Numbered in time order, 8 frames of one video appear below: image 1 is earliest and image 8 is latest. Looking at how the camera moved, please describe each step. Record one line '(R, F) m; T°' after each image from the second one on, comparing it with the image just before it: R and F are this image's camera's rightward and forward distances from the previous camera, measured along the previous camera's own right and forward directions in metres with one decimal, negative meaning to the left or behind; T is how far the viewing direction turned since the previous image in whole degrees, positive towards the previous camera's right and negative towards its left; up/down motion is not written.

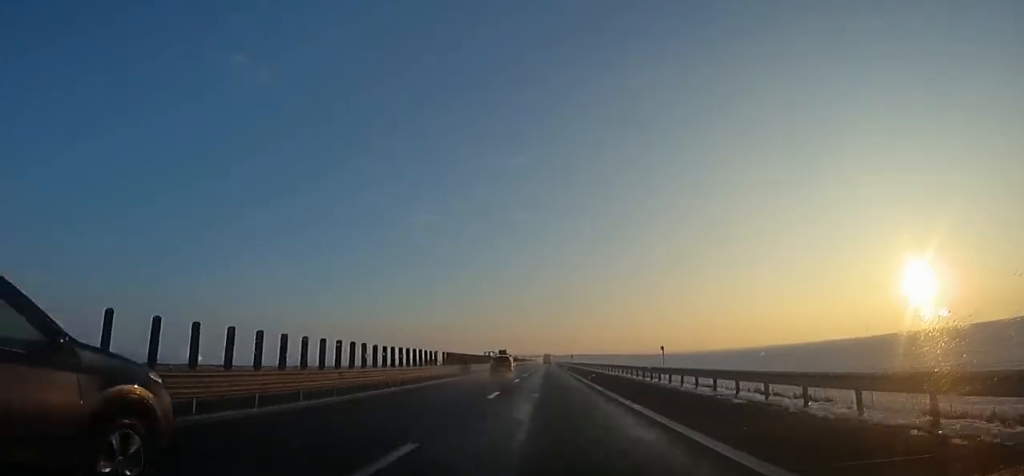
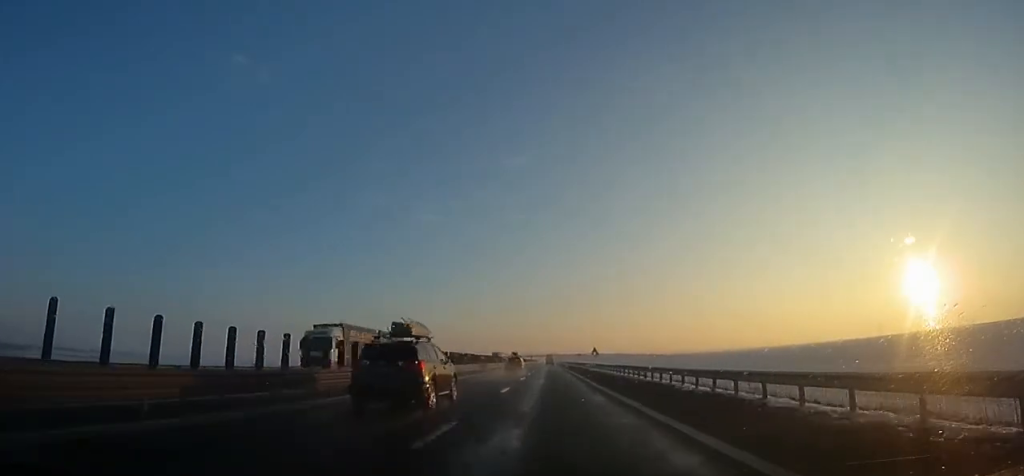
(-0.4, +57.9) m; 0°
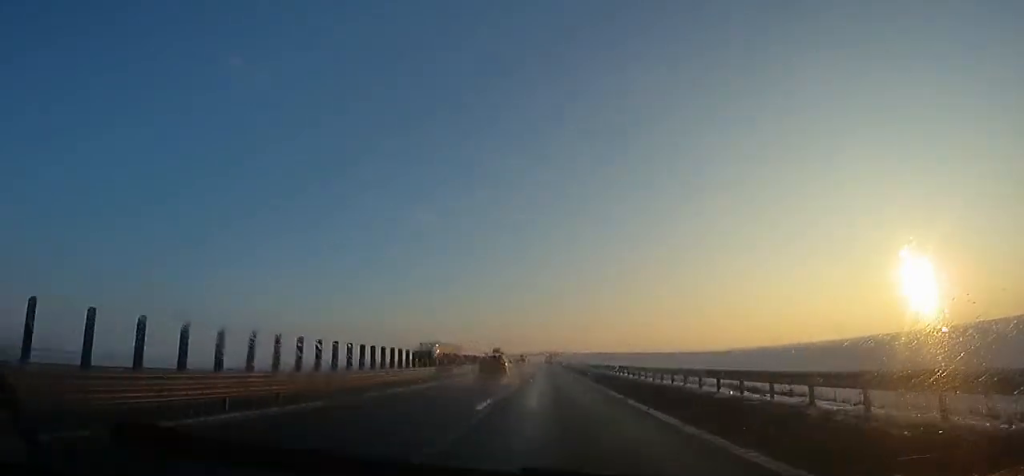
(+0.9, +114.1) m; +1°
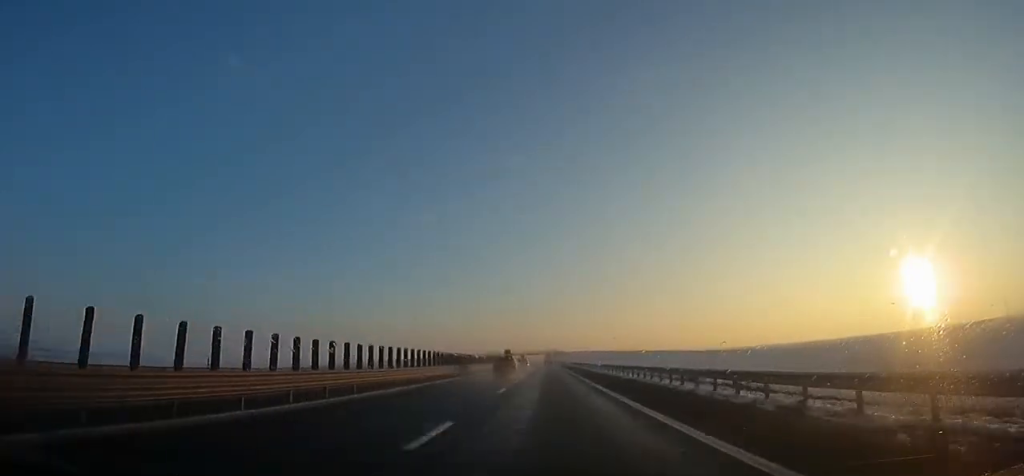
(0.0, +41.7) m; 0°
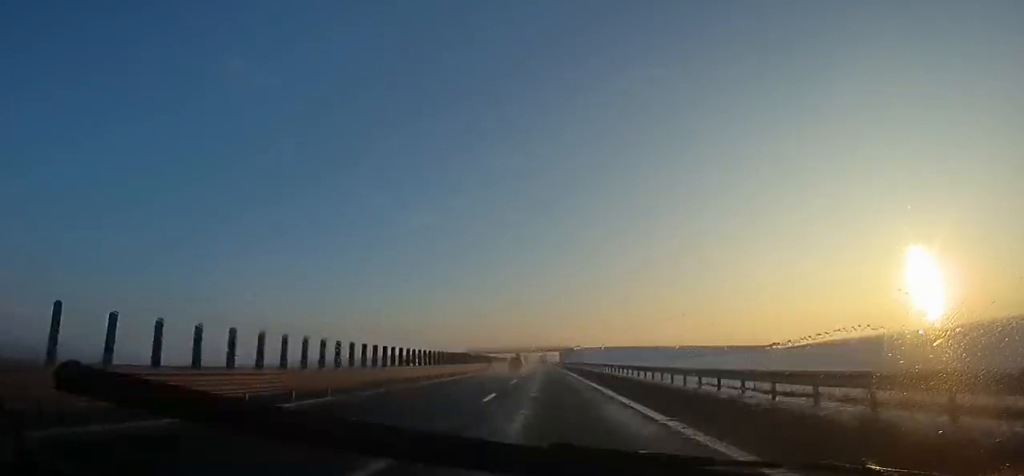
(-0.1, +112.0) m; -1°
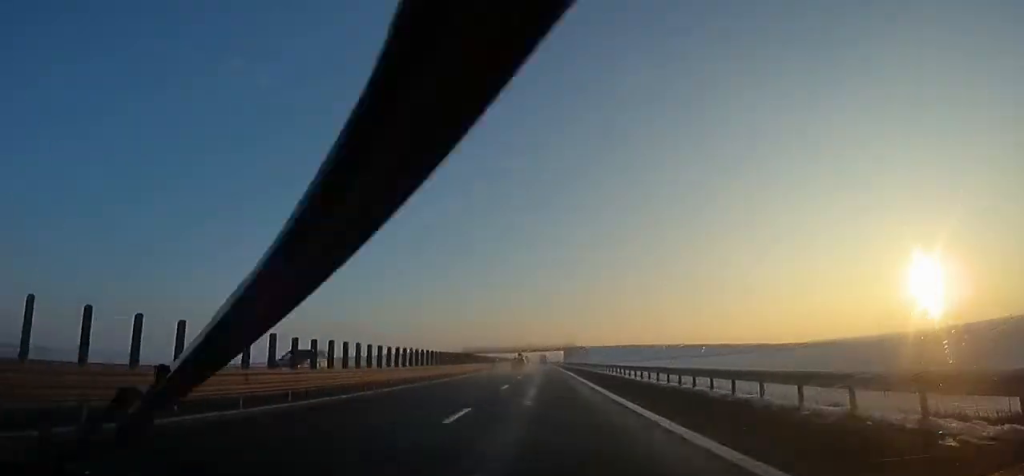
(+0.1, +29.4) m; -1°
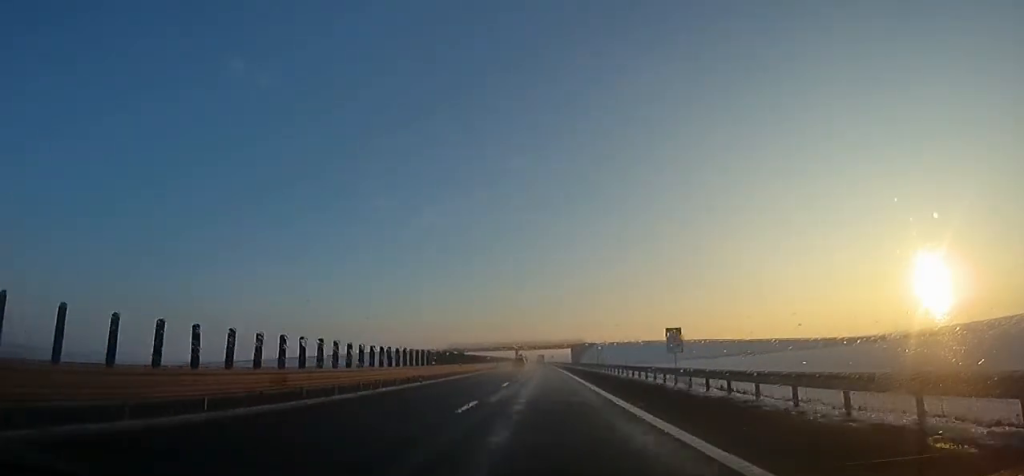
(-0.8, +46.5) m; -1°
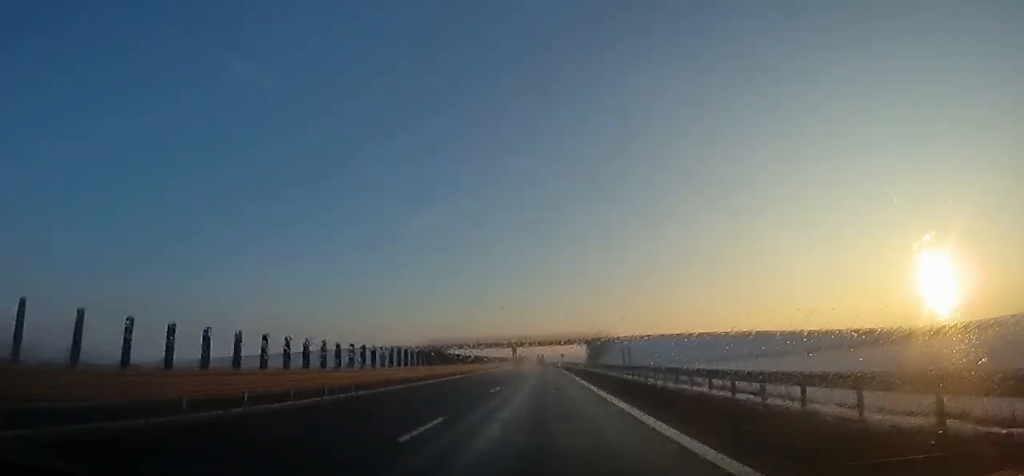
(0.0, +52.6) m; 0°
